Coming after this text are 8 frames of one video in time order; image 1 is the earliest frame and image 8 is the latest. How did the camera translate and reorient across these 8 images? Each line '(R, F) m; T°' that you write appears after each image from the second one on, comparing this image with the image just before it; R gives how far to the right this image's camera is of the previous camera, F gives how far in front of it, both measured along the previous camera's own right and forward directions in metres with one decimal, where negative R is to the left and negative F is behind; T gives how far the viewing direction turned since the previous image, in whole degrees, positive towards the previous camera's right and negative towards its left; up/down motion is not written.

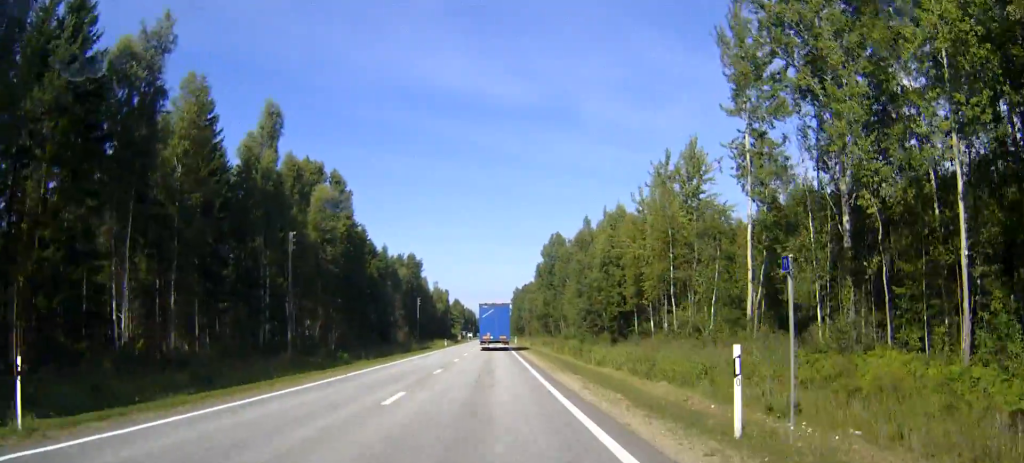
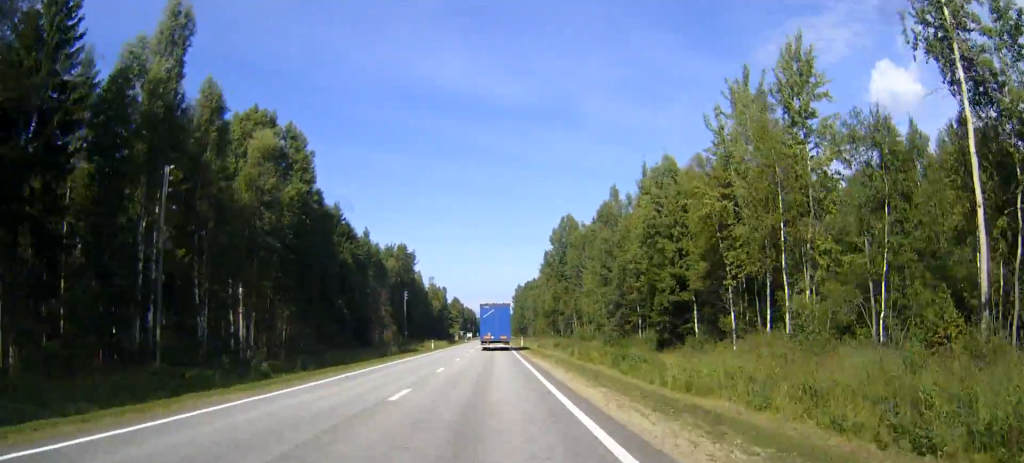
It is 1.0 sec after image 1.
(0.0, +23.1) m; 0°
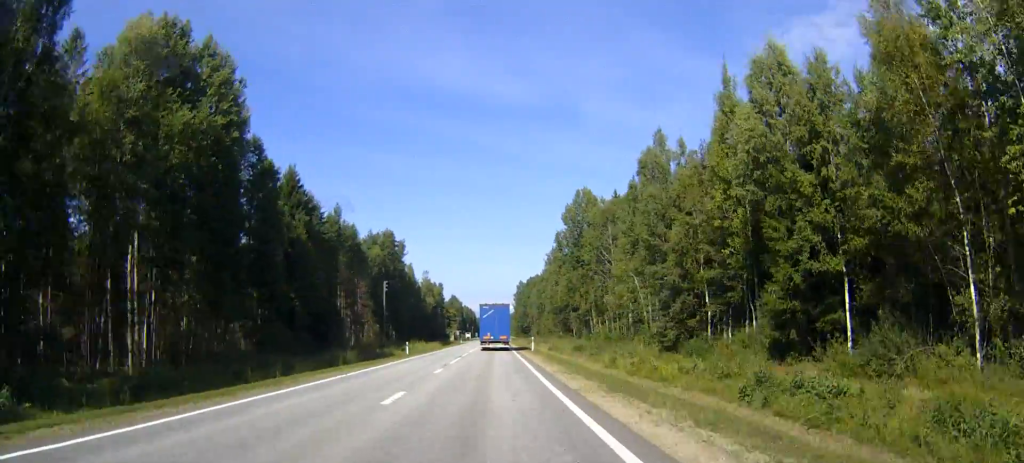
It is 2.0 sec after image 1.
(0.0, +24.8) m; 0°
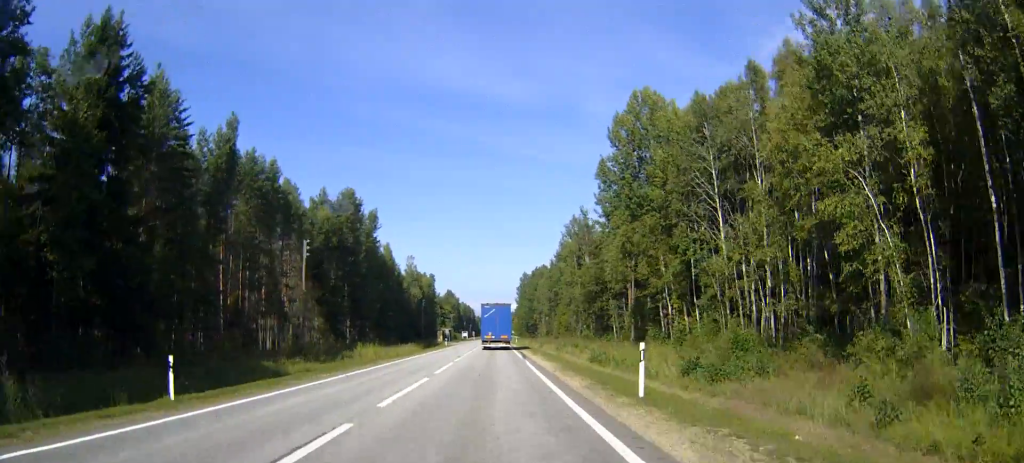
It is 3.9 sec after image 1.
(0.0, +45.3) m; 0°
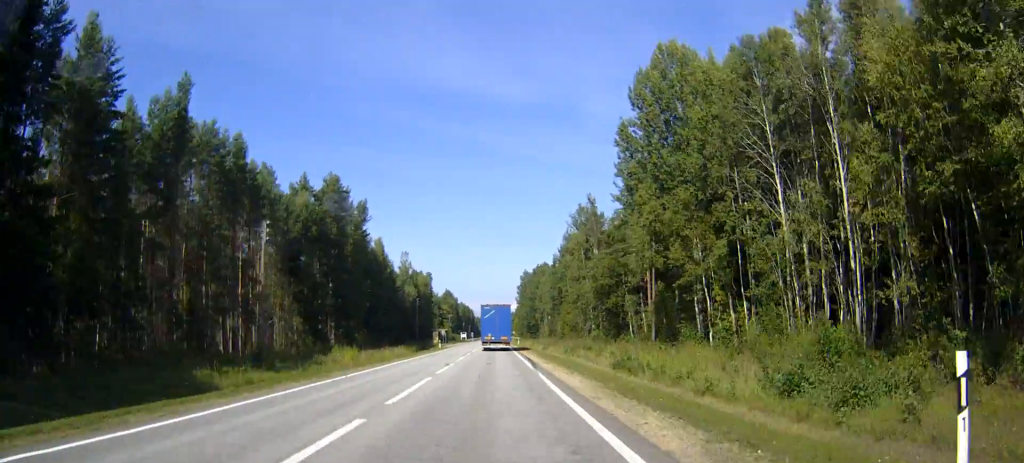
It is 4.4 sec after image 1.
(0.0, +11.2) m; 0°
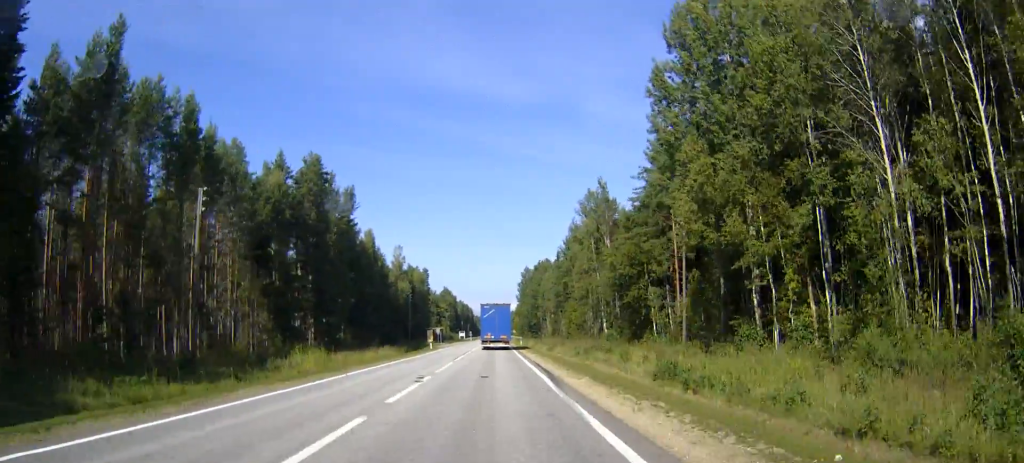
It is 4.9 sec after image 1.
(0.0, +12.0) m; 0°
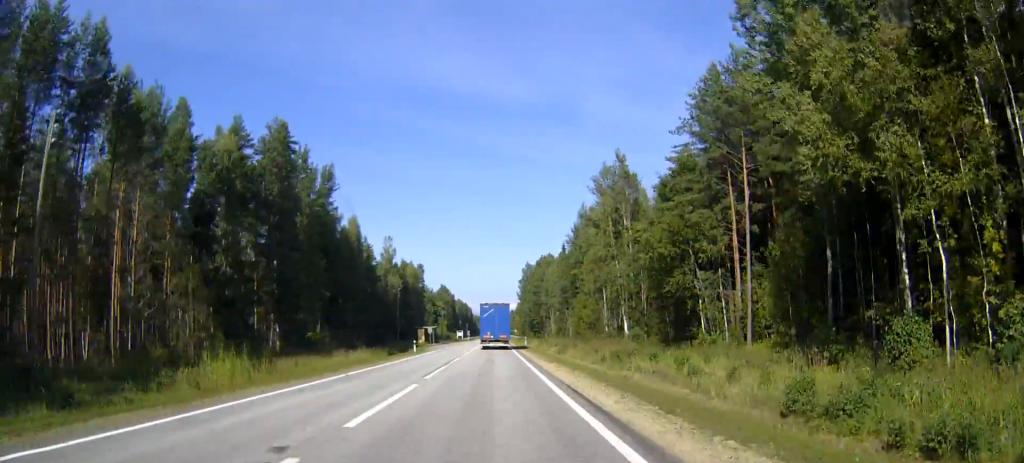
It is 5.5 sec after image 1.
(0.0, +16.0) m; 0°
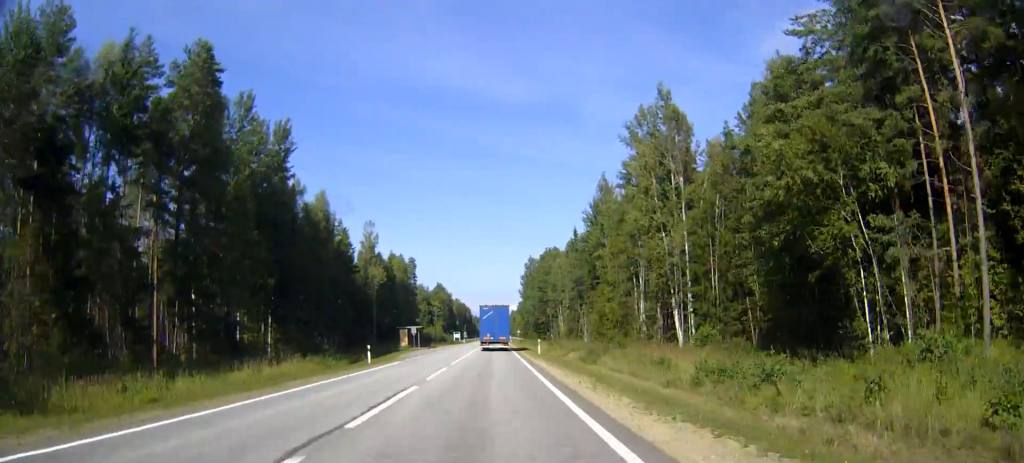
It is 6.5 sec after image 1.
(0.0, +24.0) m; 0°
